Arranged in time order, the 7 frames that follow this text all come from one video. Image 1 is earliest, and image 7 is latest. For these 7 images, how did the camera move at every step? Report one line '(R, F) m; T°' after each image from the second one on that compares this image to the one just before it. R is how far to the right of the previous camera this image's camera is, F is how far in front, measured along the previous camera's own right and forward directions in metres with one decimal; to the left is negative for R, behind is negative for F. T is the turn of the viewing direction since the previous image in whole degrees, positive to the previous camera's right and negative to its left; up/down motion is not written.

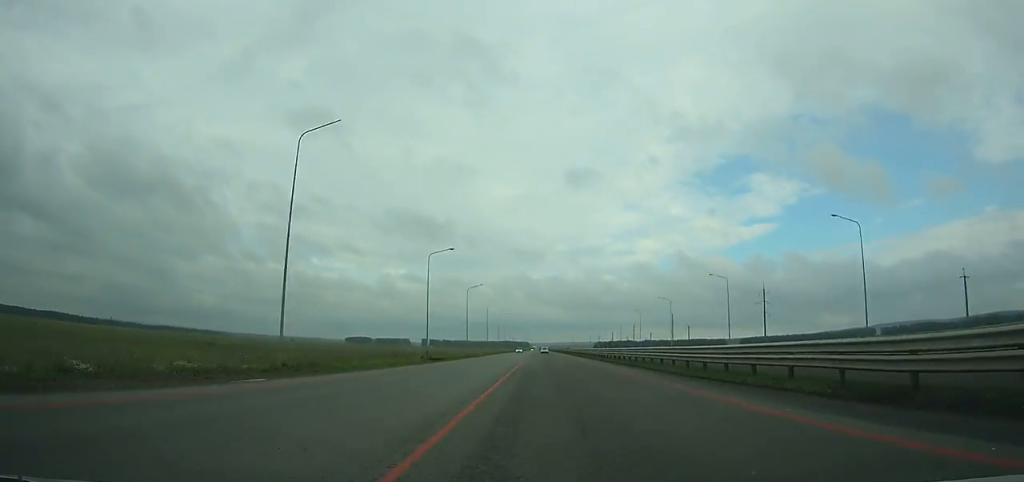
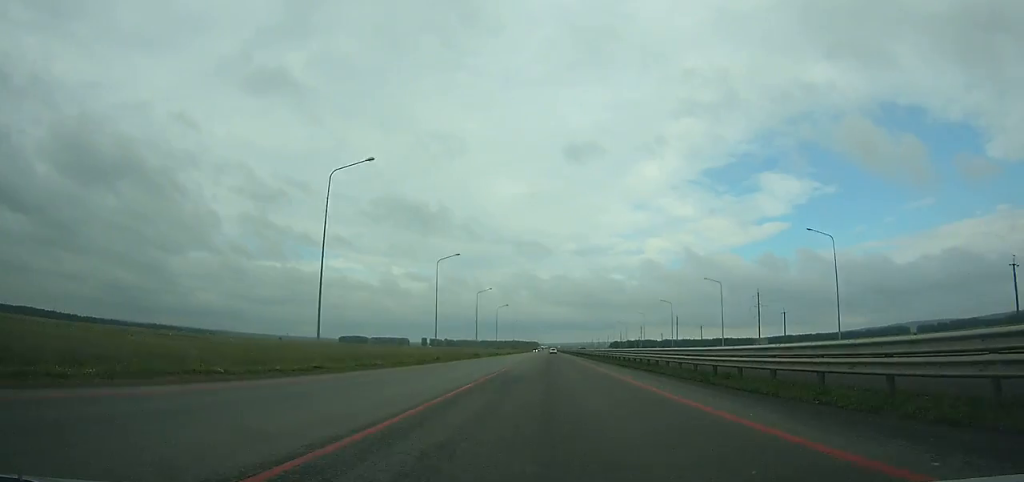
(-1.0, +132.8) m; 0°
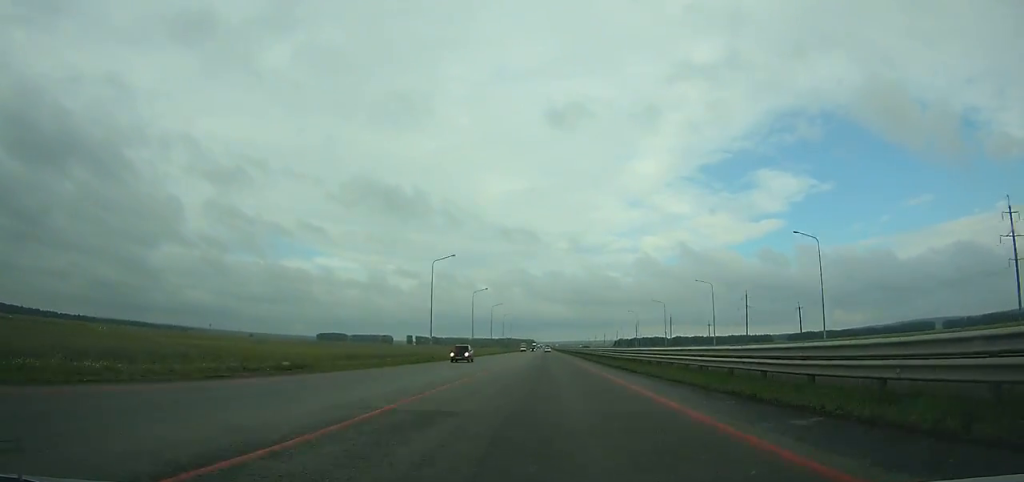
(+0.3, +135.2) m; 0°
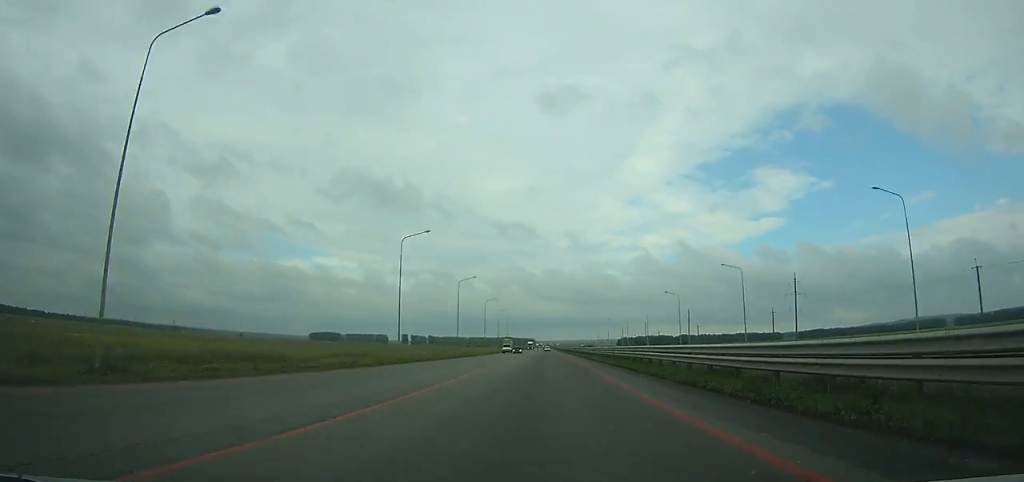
(-0.1, +49.7) m; 0°
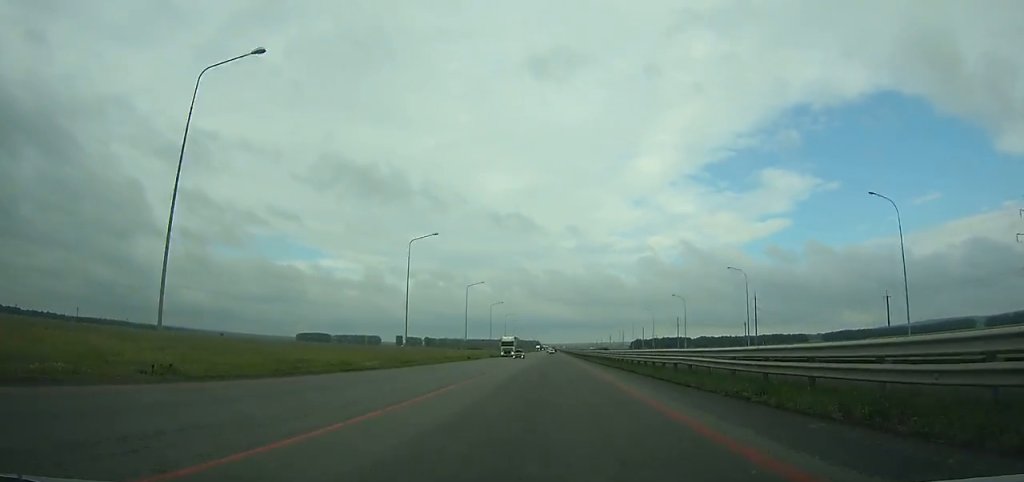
(-0.2, +101.9) m; 0°
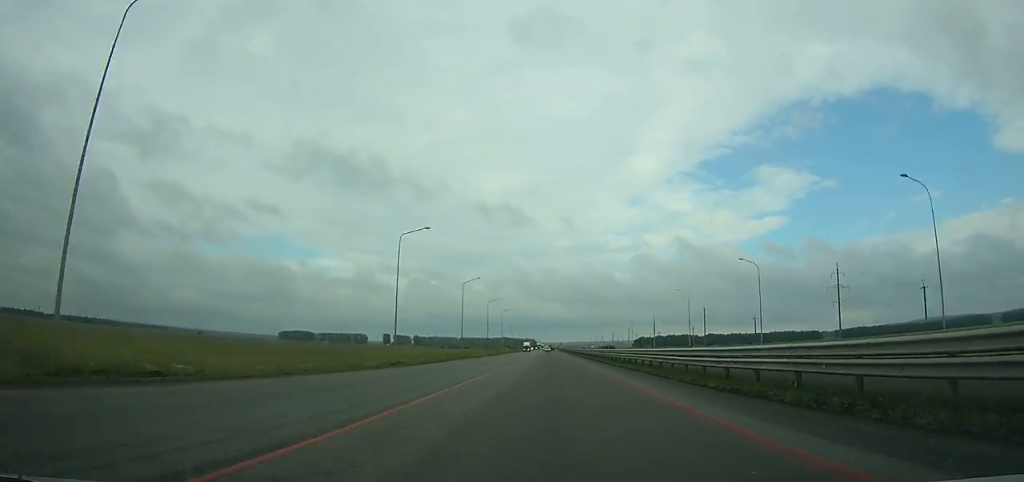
(+0.3, +72.0) m; 0°
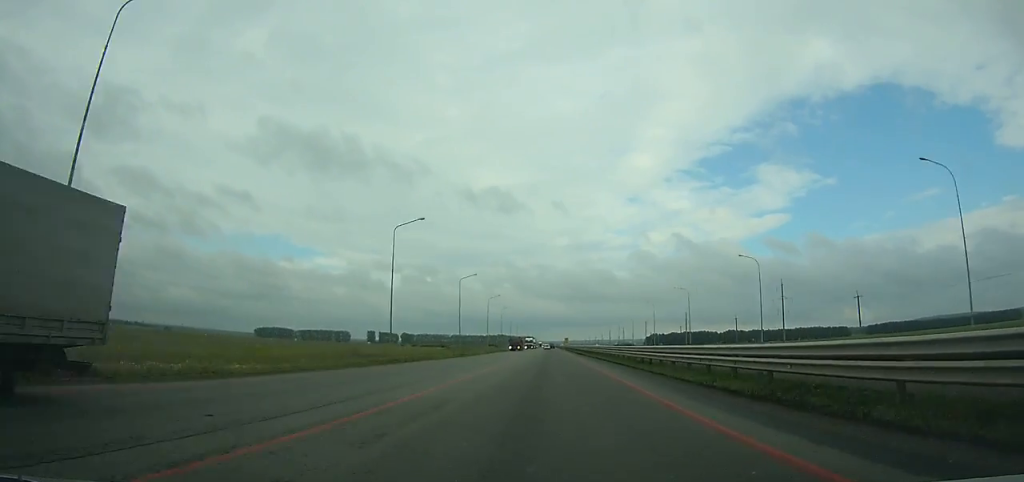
(+0.2, +104.7) m; 0°
